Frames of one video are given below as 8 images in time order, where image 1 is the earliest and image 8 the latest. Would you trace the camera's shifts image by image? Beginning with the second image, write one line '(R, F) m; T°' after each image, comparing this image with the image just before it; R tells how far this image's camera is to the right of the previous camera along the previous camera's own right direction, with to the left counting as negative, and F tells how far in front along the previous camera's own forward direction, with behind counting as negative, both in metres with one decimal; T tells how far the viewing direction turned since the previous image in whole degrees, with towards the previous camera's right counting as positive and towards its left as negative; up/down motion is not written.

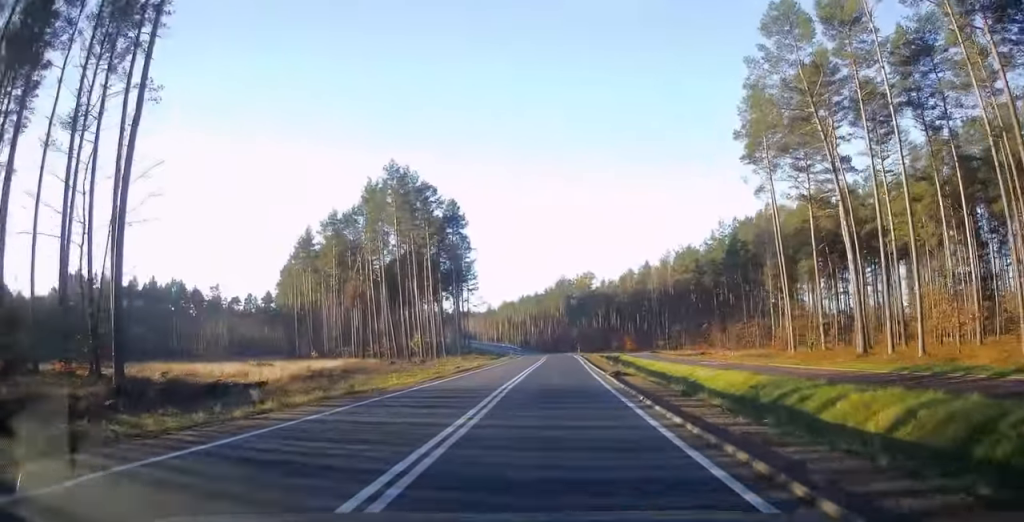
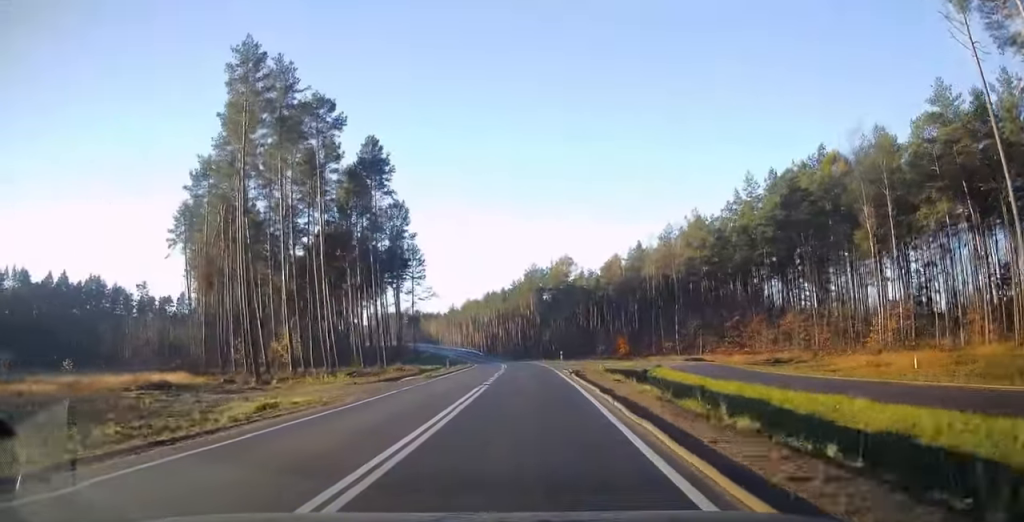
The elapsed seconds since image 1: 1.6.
(+1.0, +35.9) m; +2°
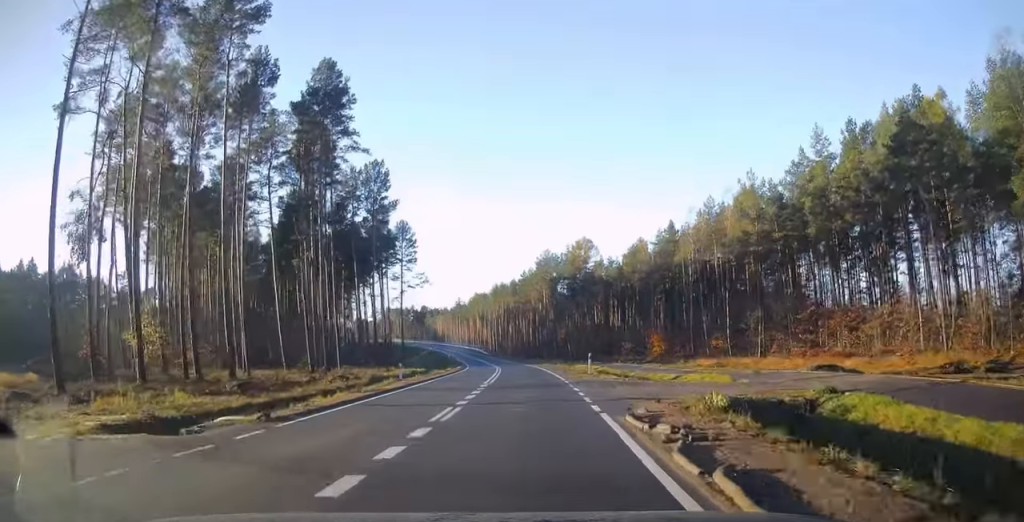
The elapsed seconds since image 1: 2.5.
(-0.1, +21.2) m; -1°
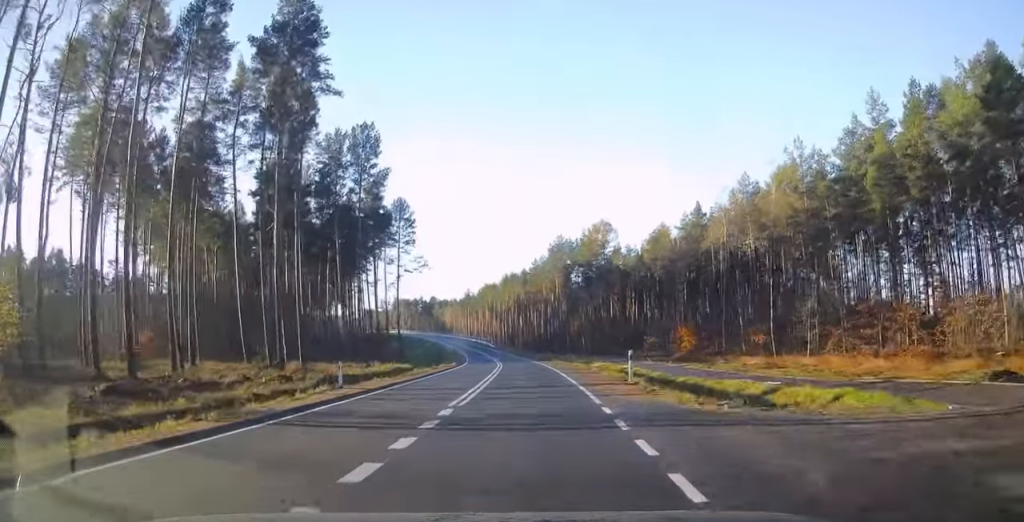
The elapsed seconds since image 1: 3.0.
(0.0, +11.3) m; -1°
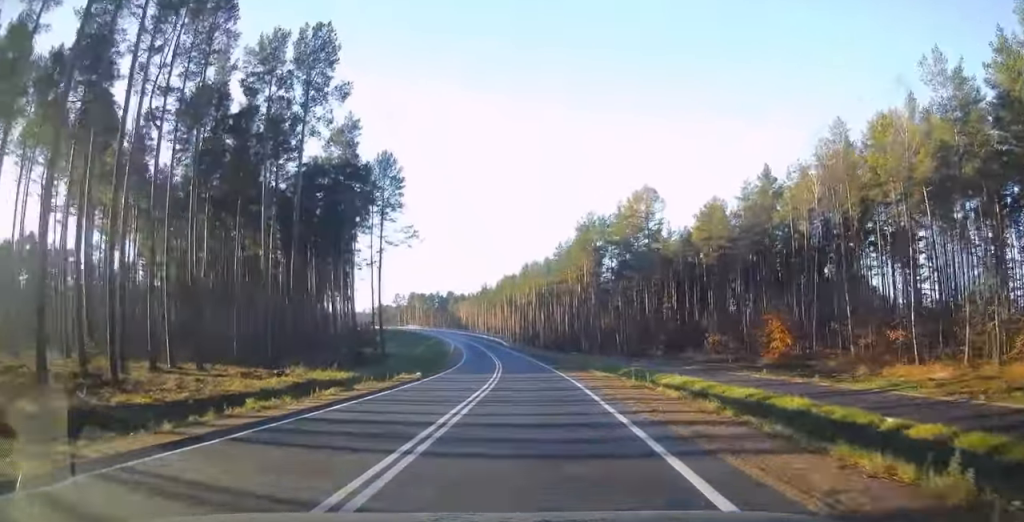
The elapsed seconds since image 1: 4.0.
(-0.4, +23.4) m; -2°
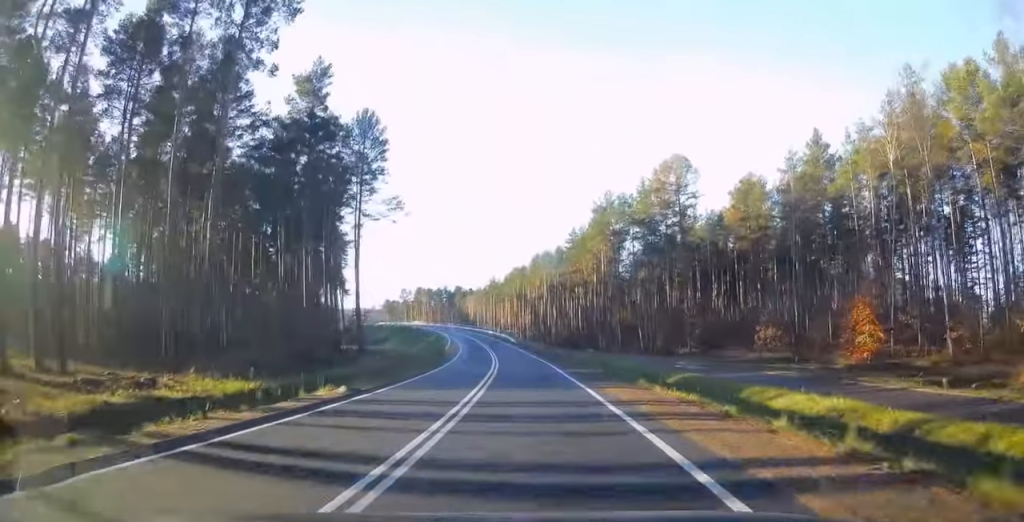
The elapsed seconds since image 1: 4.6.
(-0.1, +13.4) m; -1°
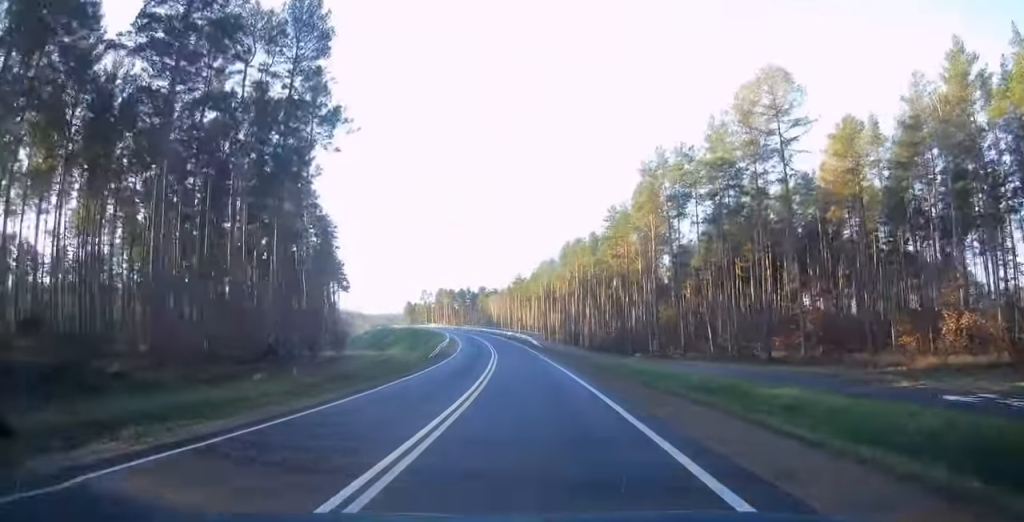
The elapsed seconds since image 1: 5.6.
(-0.6, +24.9) m; -2°
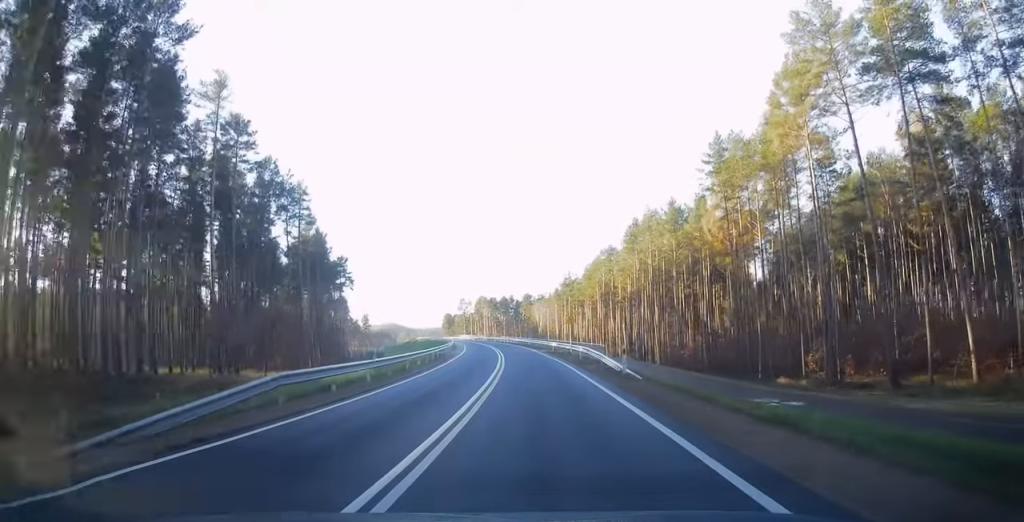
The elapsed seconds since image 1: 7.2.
(-1.5, +38.4) m; -4°
